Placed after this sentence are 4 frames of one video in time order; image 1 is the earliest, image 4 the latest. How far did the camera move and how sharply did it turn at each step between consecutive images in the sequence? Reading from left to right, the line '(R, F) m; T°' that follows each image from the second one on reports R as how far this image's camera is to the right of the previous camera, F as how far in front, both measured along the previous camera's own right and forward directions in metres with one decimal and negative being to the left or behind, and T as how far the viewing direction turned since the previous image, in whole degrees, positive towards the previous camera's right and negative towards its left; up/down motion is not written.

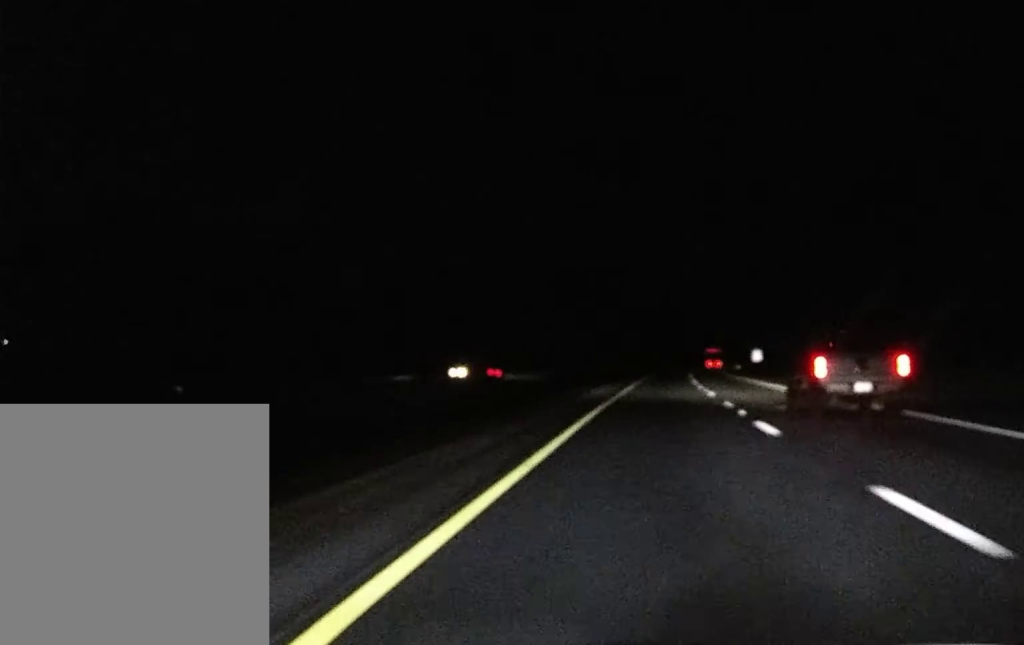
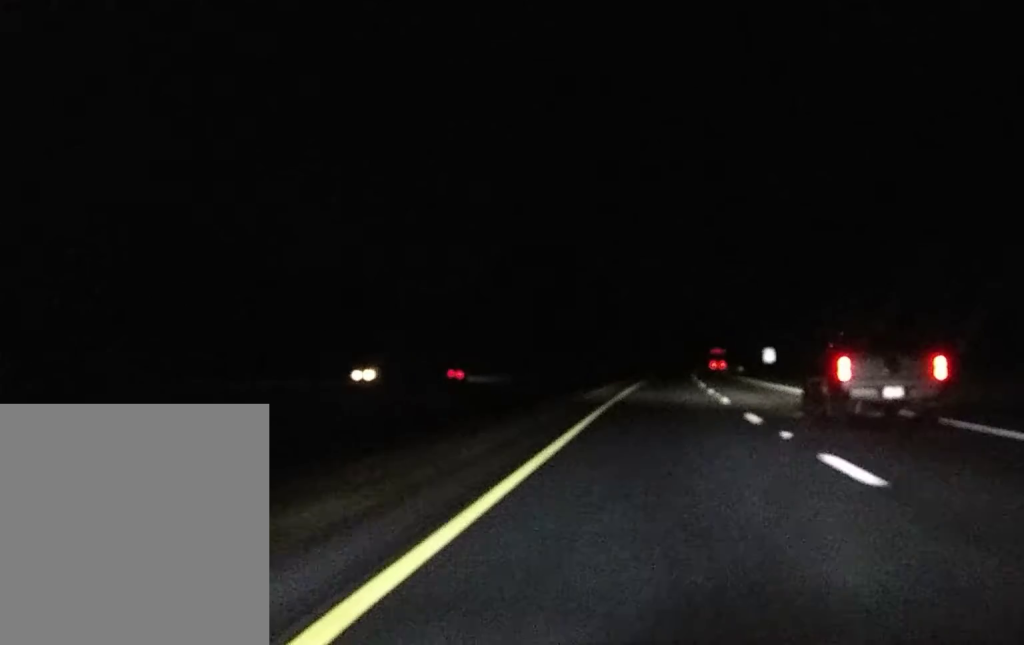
(+0.2, +30.9) m; +1°
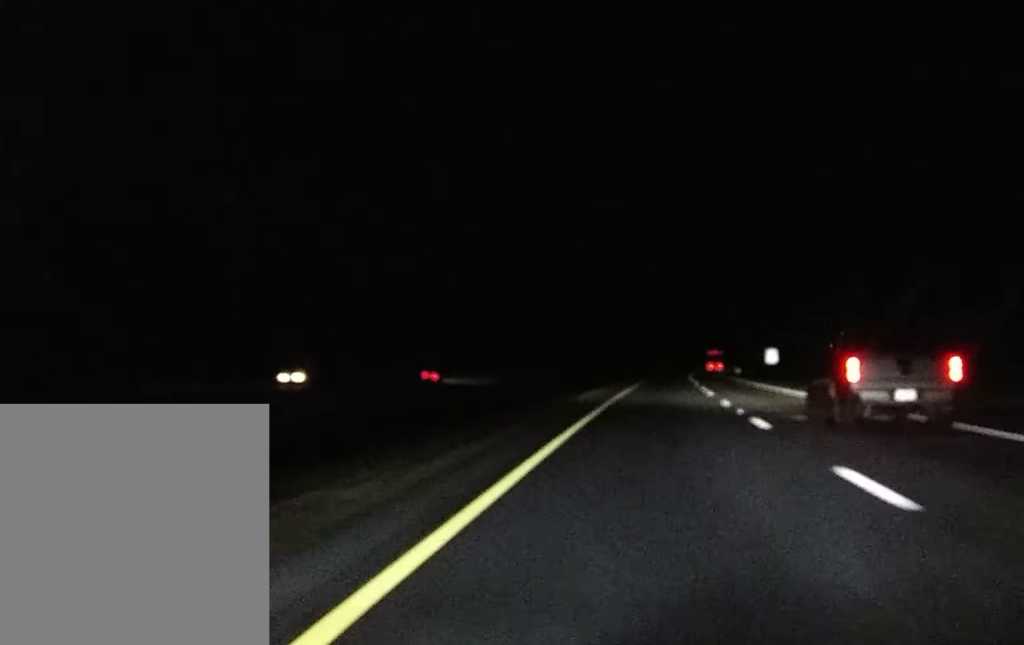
(-0.2, +14.8) m; 0°
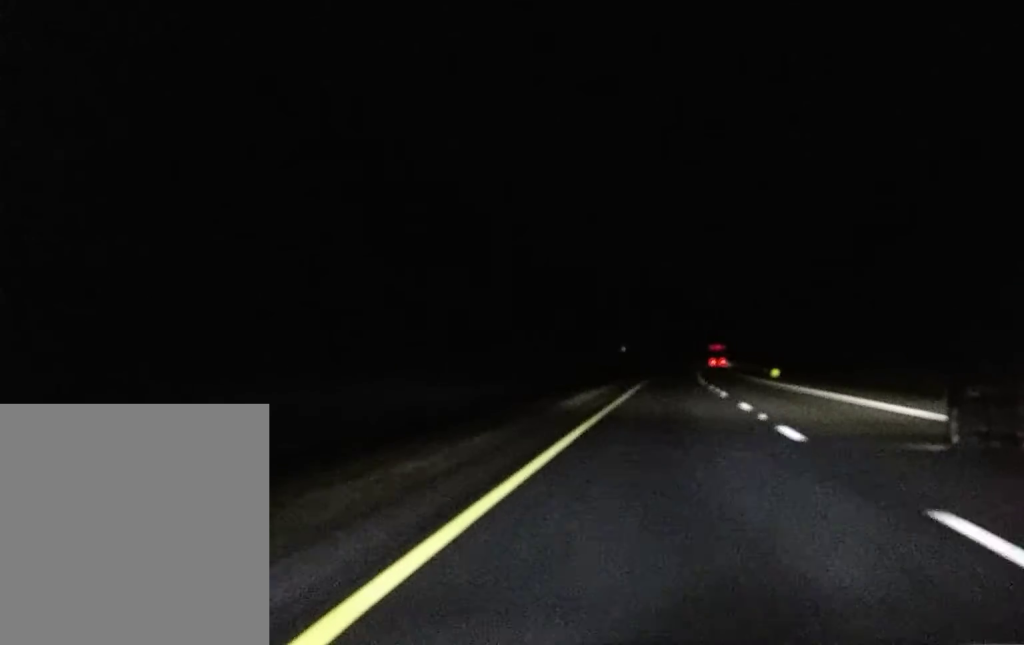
(+1.7, +115.3) m; +2°
